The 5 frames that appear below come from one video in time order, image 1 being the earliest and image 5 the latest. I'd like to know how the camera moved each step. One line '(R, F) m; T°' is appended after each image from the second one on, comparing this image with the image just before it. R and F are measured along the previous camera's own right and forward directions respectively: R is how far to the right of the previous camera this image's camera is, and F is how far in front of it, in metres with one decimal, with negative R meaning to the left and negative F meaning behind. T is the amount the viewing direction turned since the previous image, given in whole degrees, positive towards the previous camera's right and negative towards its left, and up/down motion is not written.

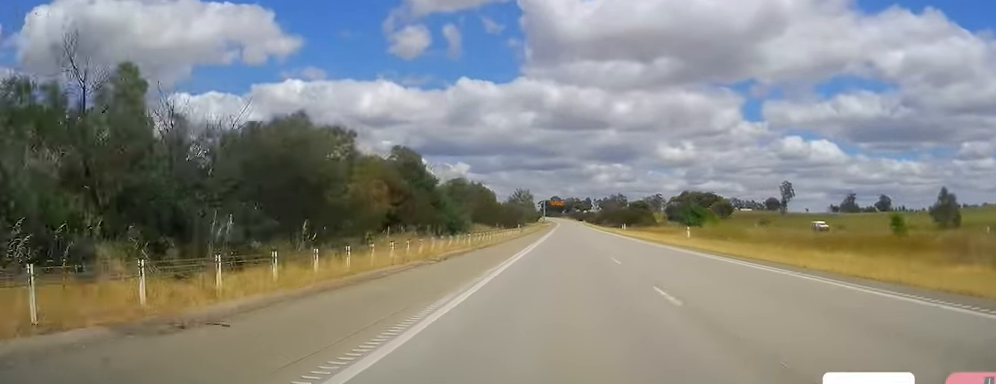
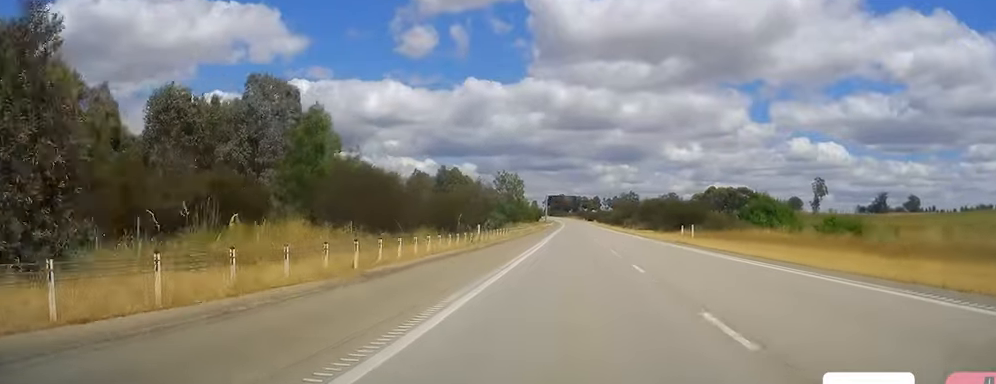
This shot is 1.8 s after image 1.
(+0.3, +52.6) m; -1°
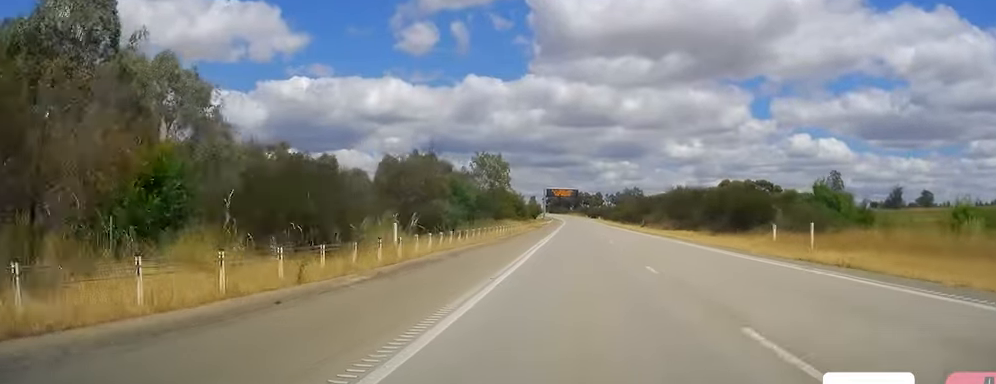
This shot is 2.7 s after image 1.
(-0.1, +25.8) m; 0°
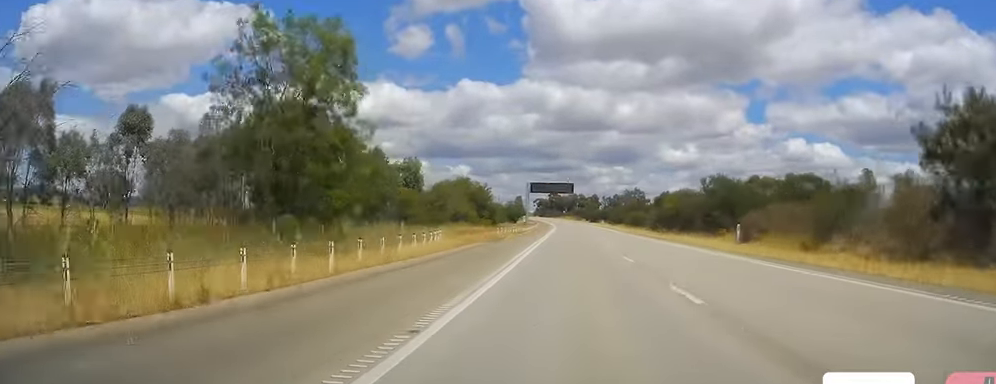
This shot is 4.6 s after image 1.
(-0.1, +54.5) m; 0°
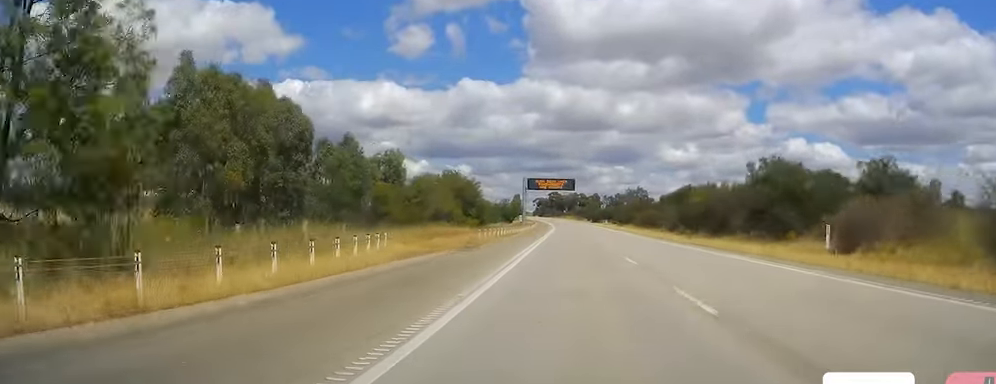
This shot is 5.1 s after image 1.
(0.0, +13.4) m; 0°
